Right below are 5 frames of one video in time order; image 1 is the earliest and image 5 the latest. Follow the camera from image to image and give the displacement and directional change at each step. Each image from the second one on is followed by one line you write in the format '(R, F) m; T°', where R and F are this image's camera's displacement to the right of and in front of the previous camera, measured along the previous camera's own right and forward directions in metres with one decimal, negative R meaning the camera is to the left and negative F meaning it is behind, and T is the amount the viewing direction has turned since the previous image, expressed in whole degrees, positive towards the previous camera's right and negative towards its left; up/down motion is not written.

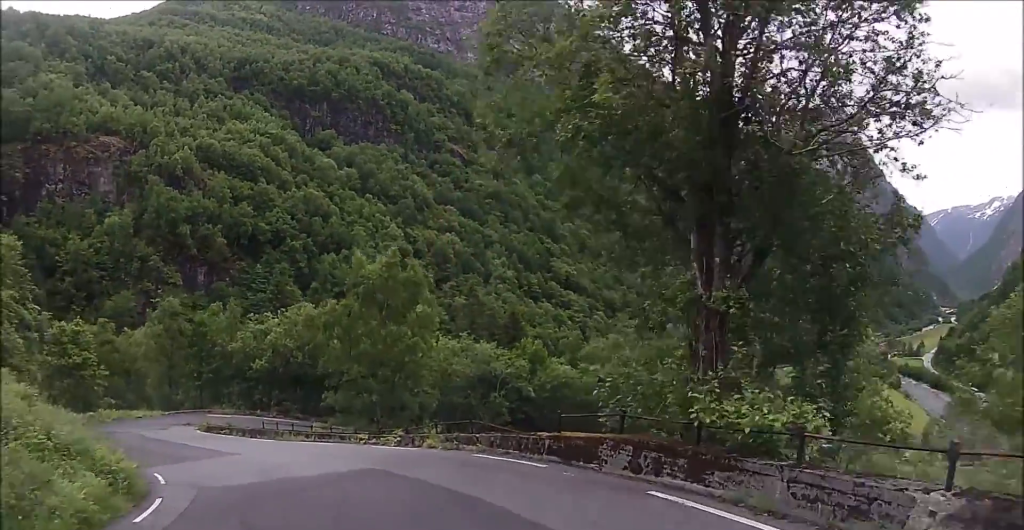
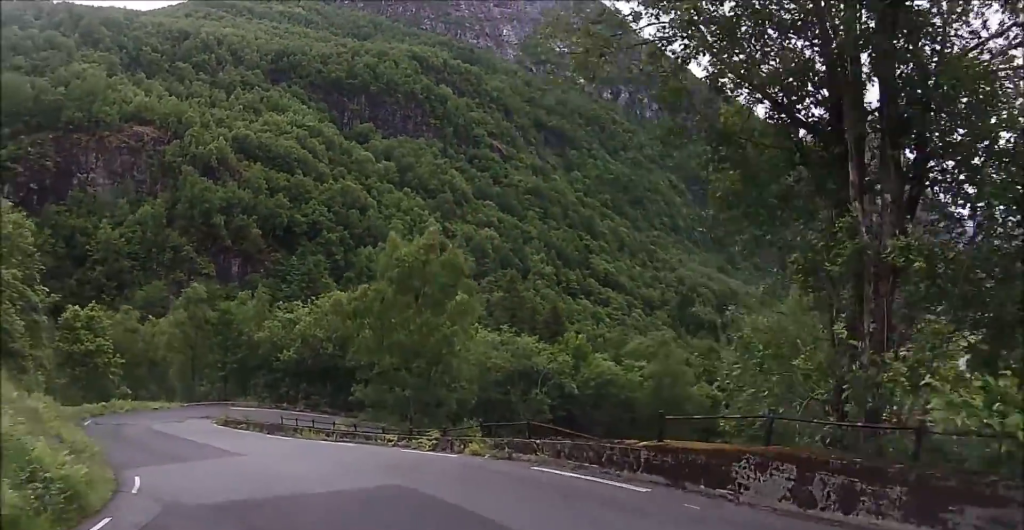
(0.0, +3.3) m; -2°
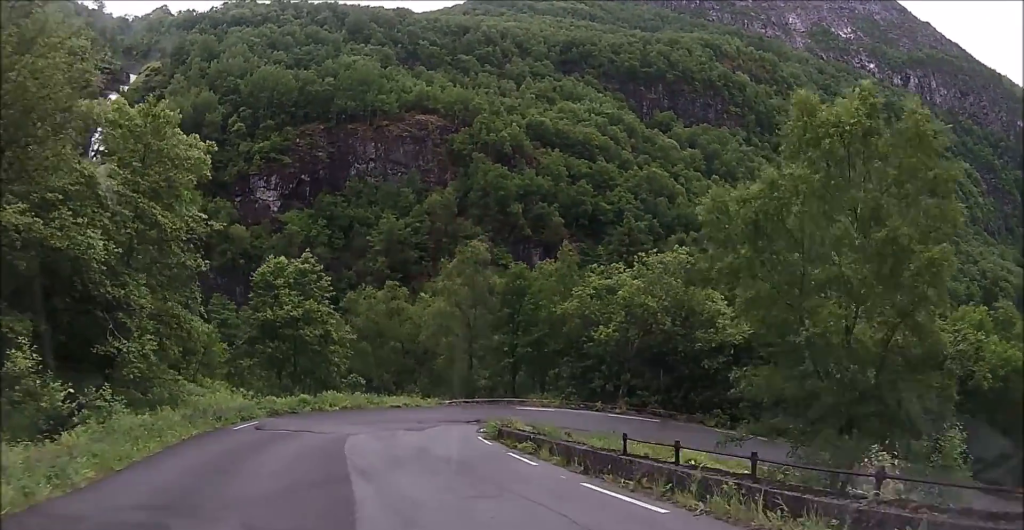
(-3.7, +16.9) m; -26°
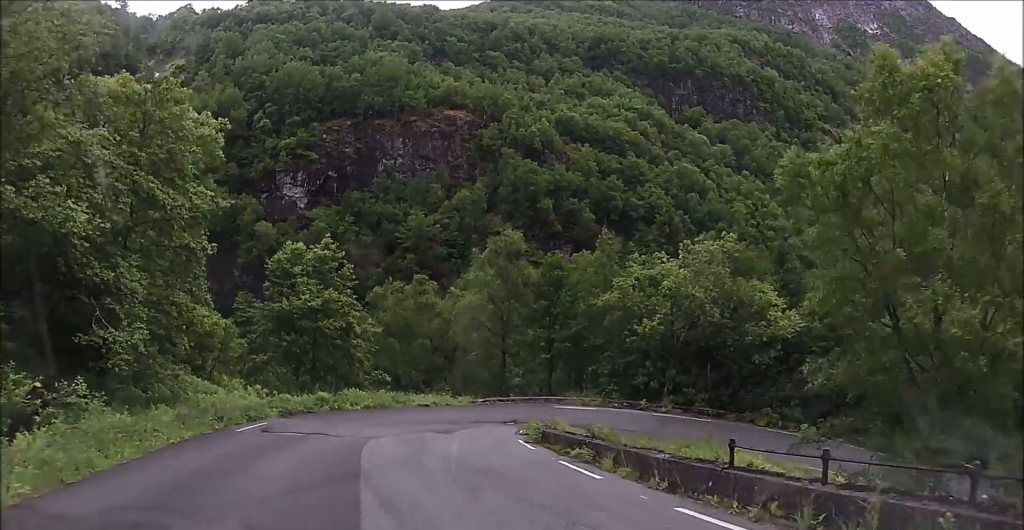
(0.0, +2.7) m; -3°
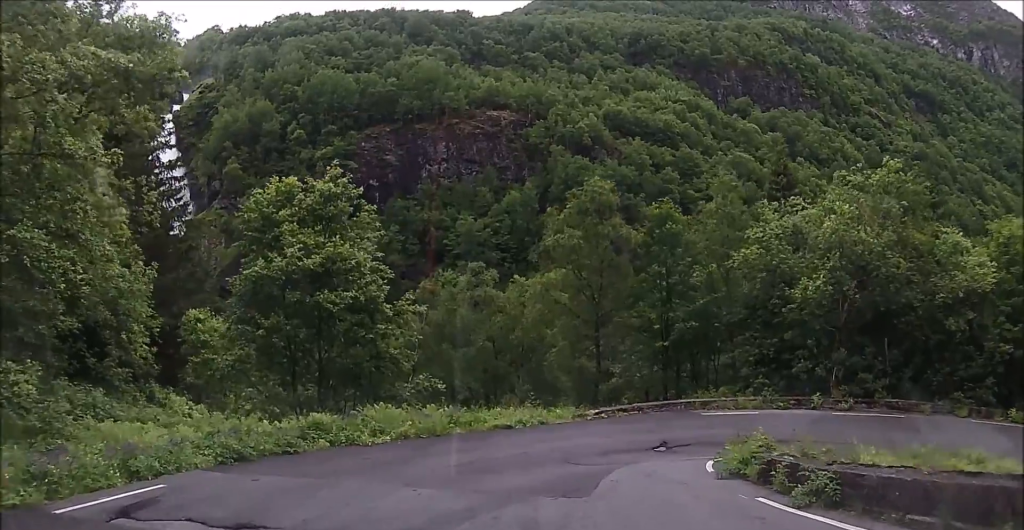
(-0.6, +12.7) m; -2°
